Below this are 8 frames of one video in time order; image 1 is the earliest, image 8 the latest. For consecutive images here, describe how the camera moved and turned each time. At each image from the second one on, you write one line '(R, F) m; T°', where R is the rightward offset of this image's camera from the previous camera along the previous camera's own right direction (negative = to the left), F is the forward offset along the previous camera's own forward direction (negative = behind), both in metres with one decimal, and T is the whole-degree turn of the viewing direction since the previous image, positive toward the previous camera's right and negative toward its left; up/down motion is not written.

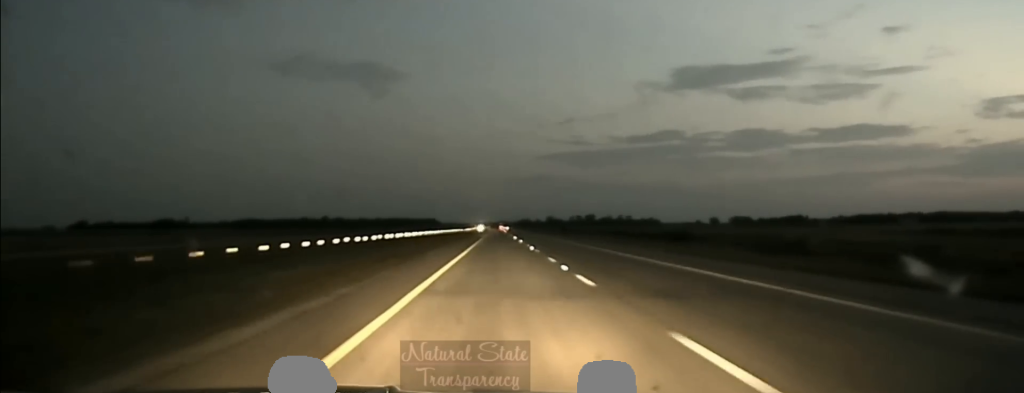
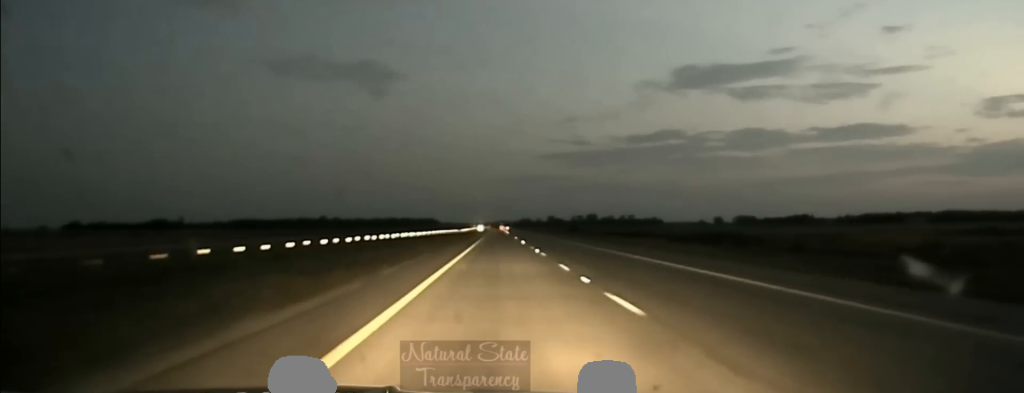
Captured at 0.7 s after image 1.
(0.0, +34.3) m; 0°
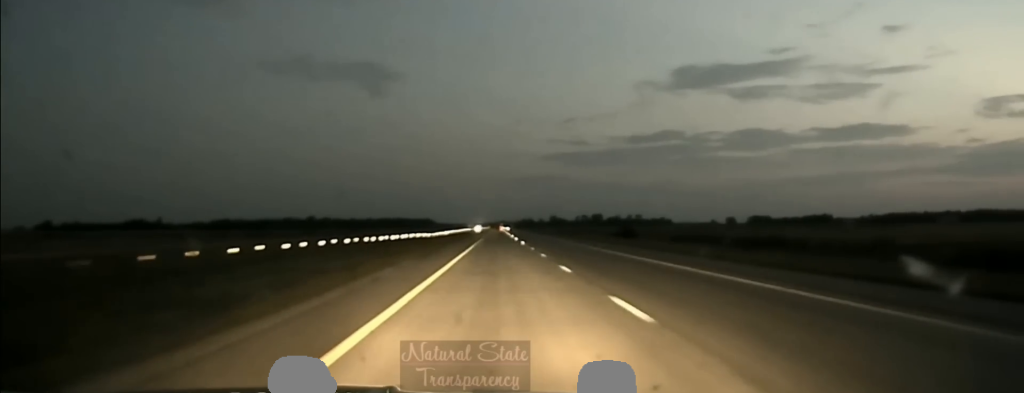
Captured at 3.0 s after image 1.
(+0.1, +99.9) m; 0°
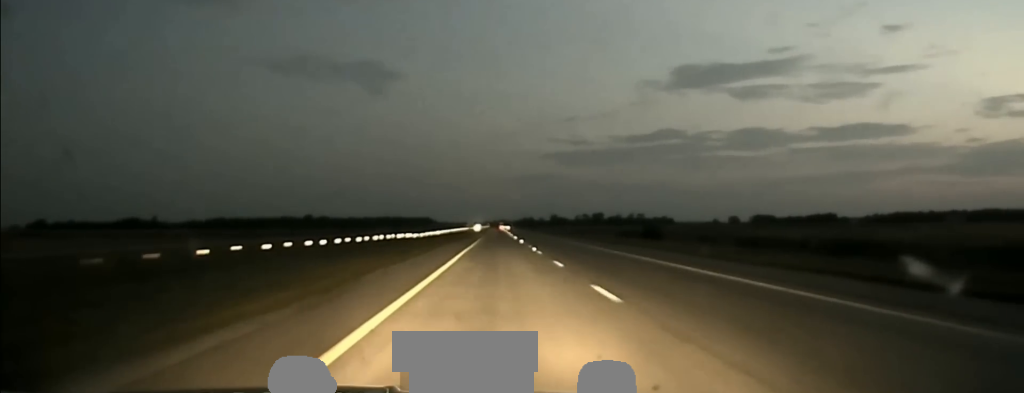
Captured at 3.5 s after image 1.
(0.0, +18.5) m; 0°
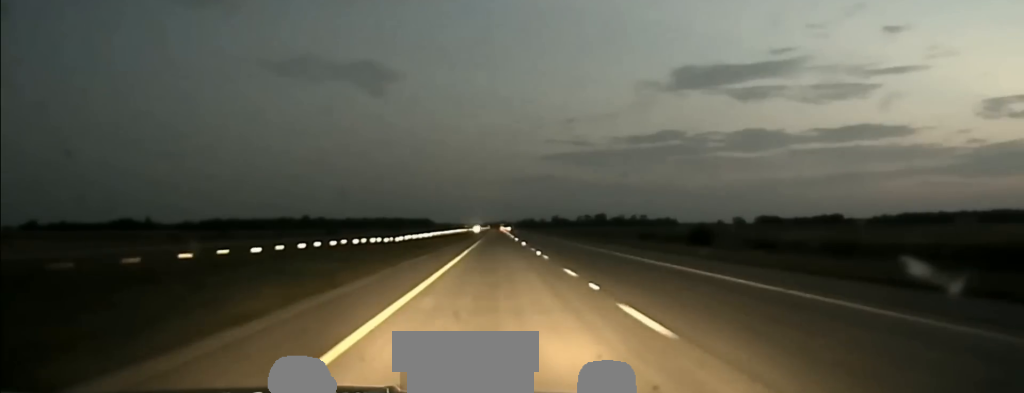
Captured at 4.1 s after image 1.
(+0.1, +26.0) m; 0°
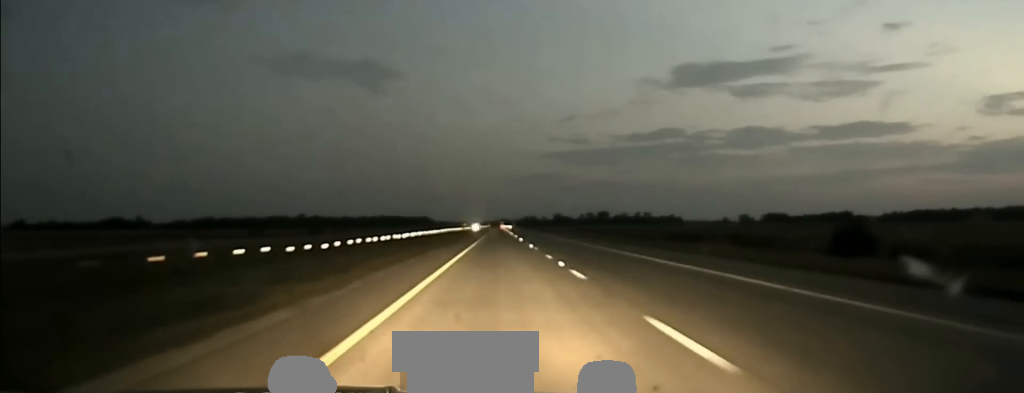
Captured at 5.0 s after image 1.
(-0.1, +35.0) m; 0°
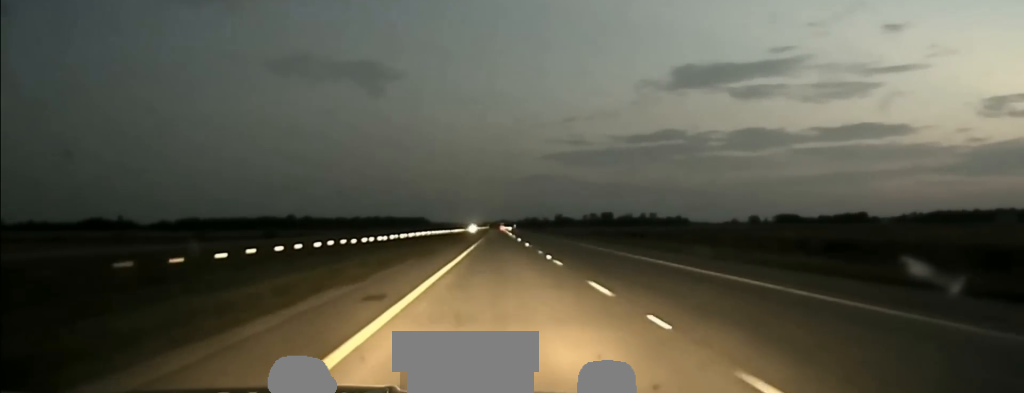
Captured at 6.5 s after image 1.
(+0.1, +63.3) m; +1°
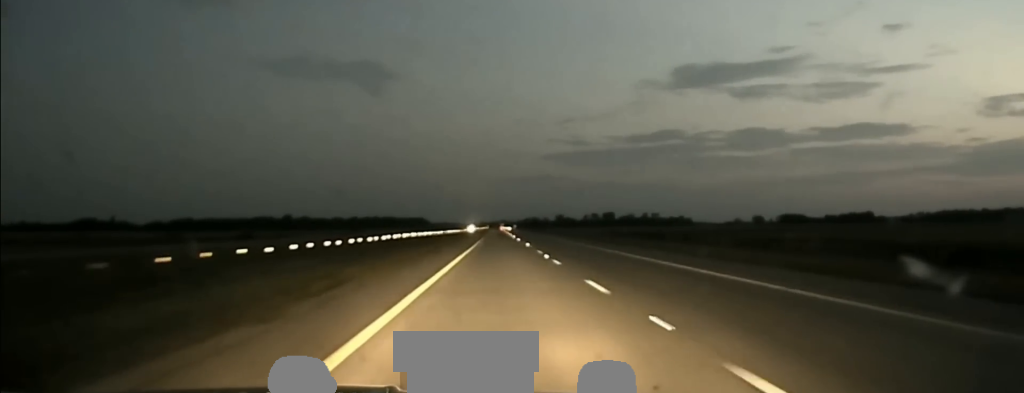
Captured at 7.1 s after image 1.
(+0.3, +24.6) m; 0°
